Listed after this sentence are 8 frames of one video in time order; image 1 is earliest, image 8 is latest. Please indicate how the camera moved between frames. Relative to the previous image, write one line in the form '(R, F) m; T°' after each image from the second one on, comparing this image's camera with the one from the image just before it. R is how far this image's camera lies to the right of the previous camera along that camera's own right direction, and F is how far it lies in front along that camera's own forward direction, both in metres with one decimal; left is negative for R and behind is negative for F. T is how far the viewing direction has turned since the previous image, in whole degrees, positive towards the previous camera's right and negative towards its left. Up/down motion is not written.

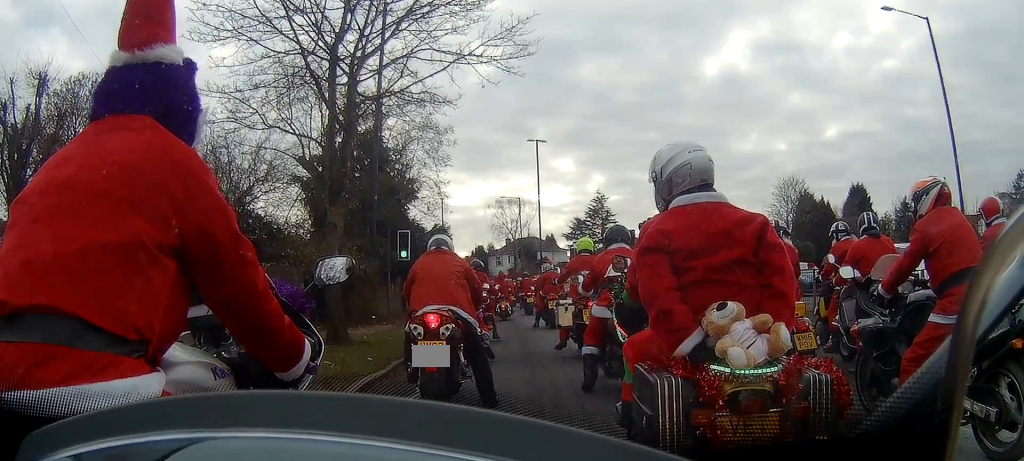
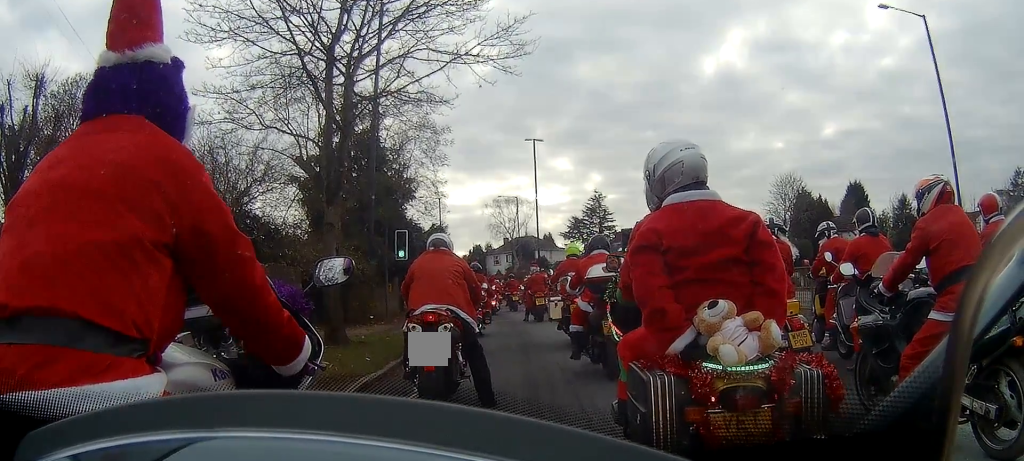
(0.0, 0.0) m; 0°
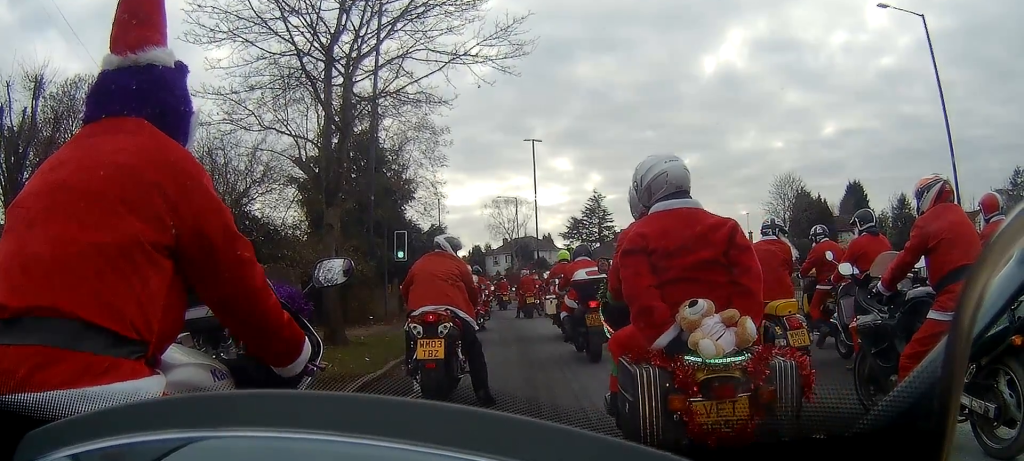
(0.0, 0.0) m; 0°
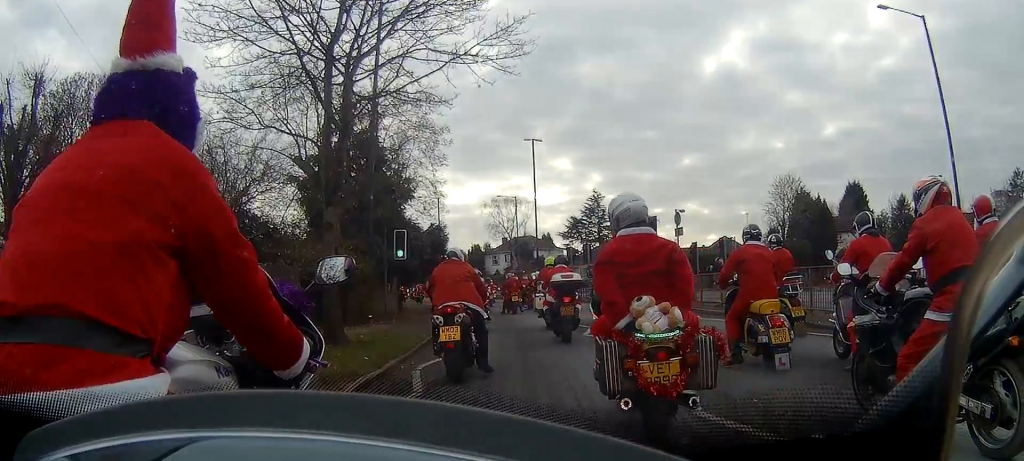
(0.0, 0.0) m; 0°
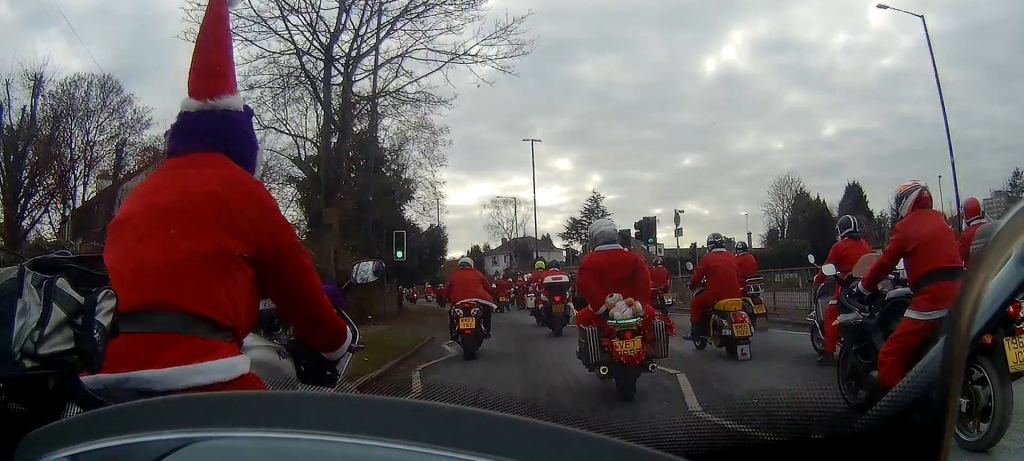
(0.0, 0.0) m; 0°
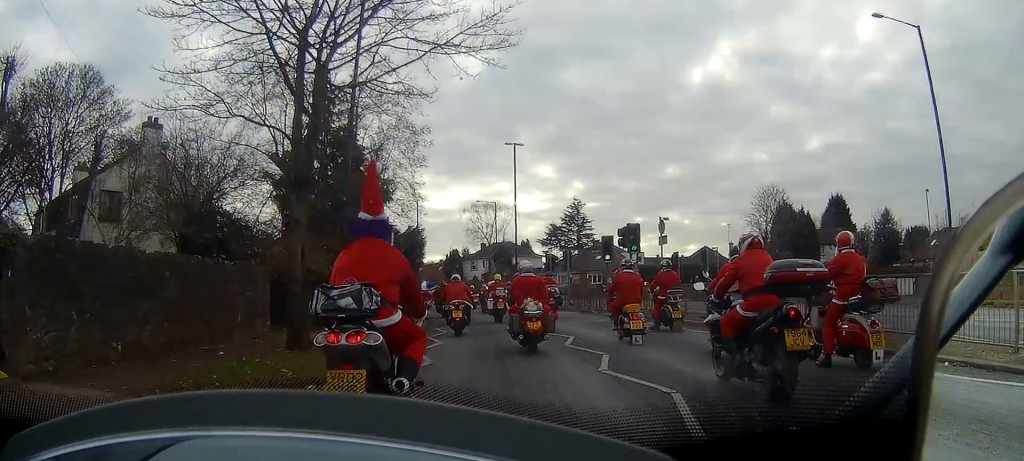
(-0.1, +1.0) m; -2°
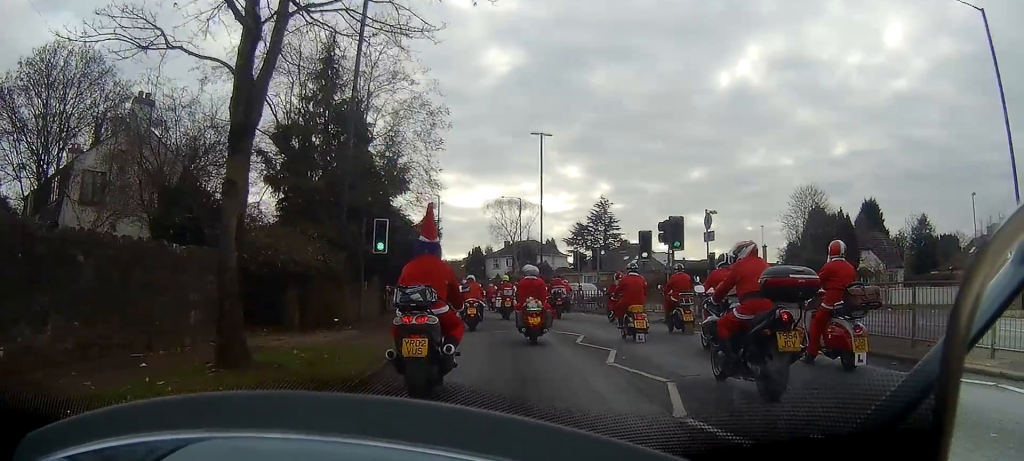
(-0.2, +2.9) m; -4°
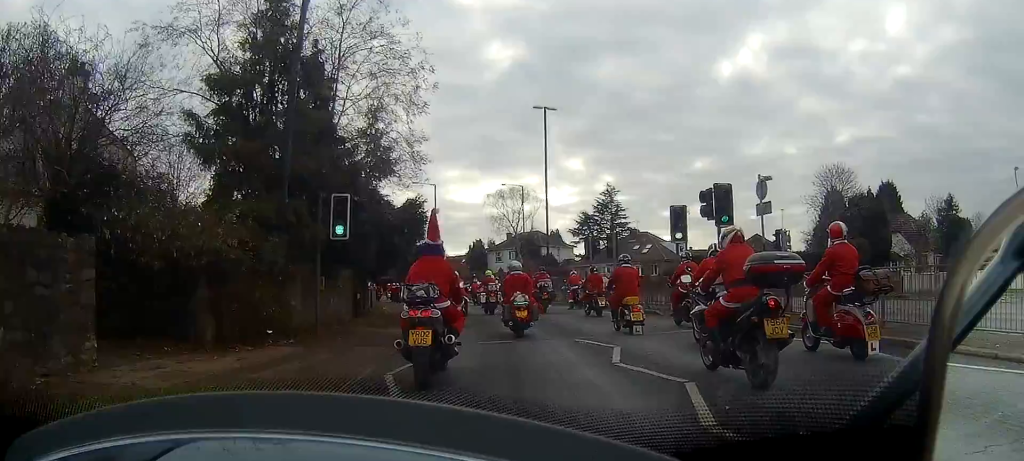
(+0.1, +4.7) m; +2°
